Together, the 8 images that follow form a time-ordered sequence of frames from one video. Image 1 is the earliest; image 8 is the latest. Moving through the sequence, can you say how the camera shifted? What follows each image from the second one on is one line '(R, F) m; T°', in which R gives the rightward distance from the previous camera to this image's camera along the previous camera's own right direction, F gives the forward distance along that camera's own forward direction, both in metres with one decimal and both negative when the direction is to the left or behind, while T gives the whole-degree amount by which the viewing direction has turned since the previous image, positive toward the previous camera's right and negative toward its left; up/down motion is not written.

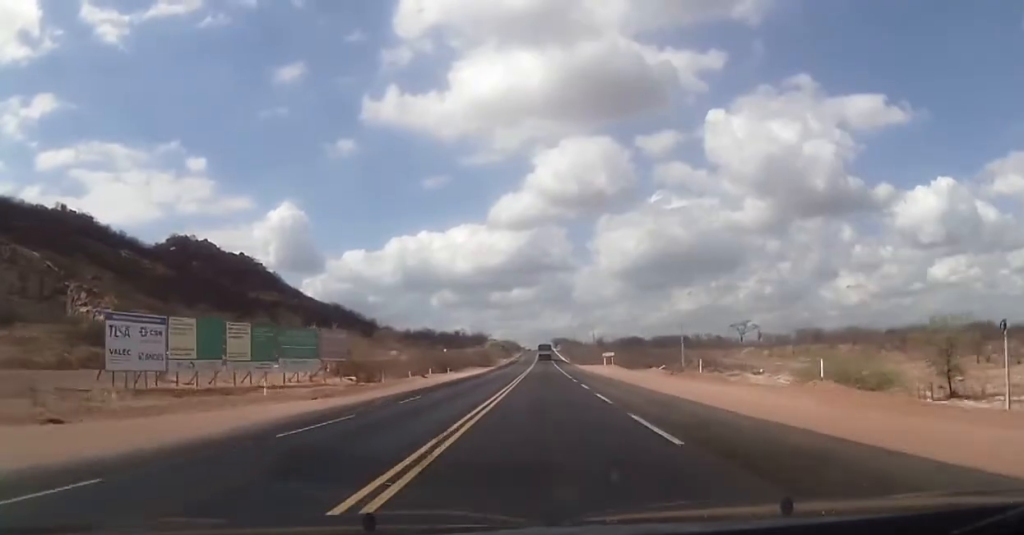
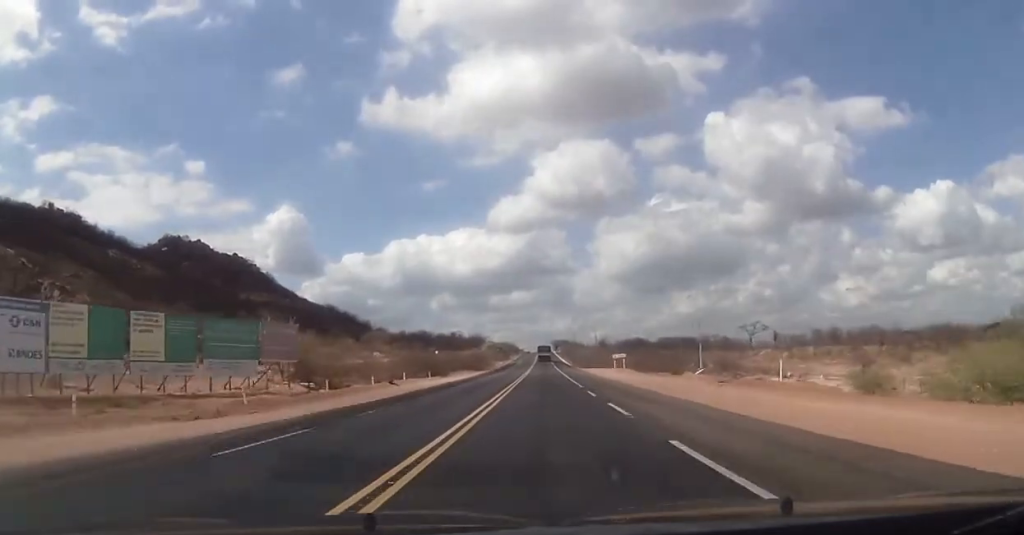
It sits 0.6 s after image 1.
(+0.2, +14.6) m; 0°
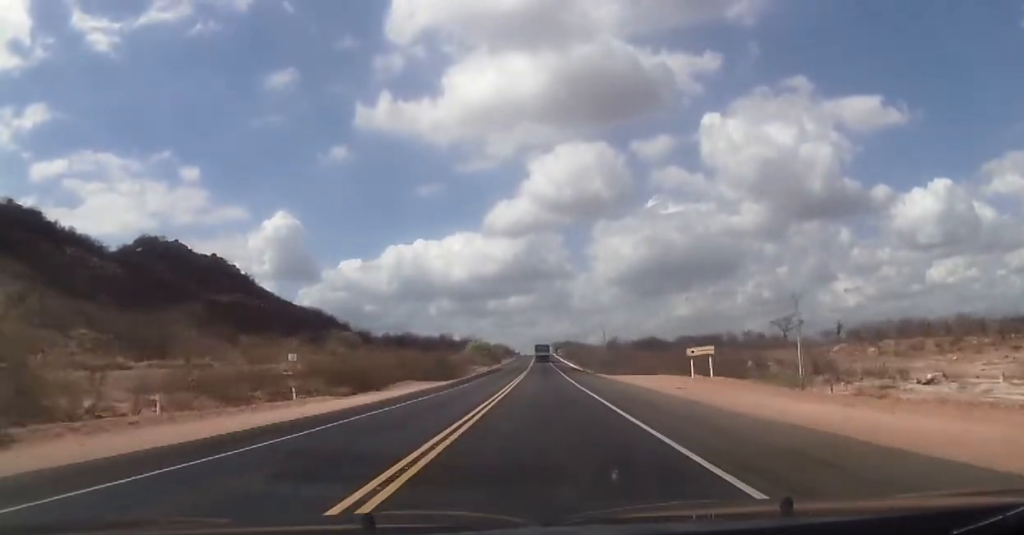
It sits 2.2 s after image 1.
(0.0, +43.0) m; -1°
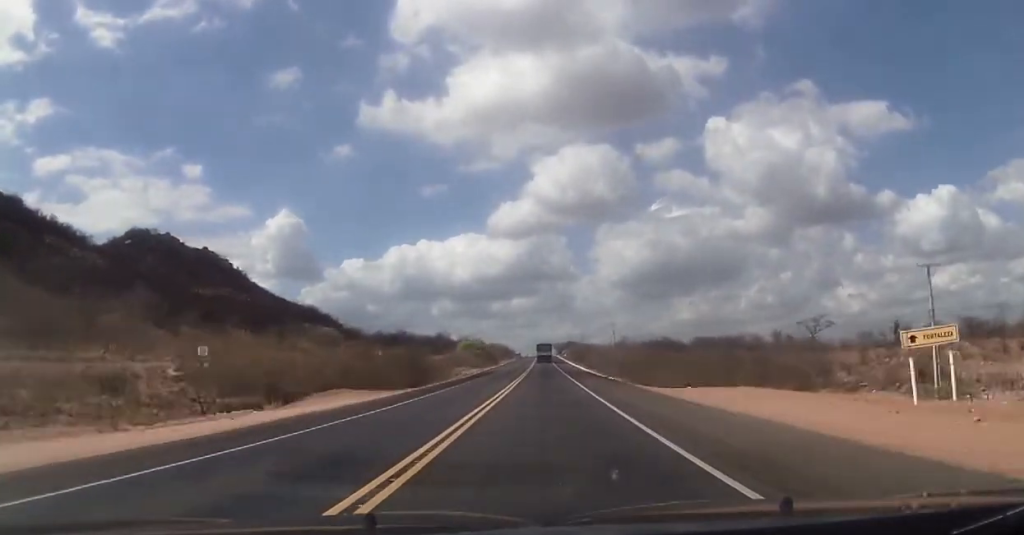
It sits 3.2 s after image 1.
(-0.1, +24.2) m; 0°
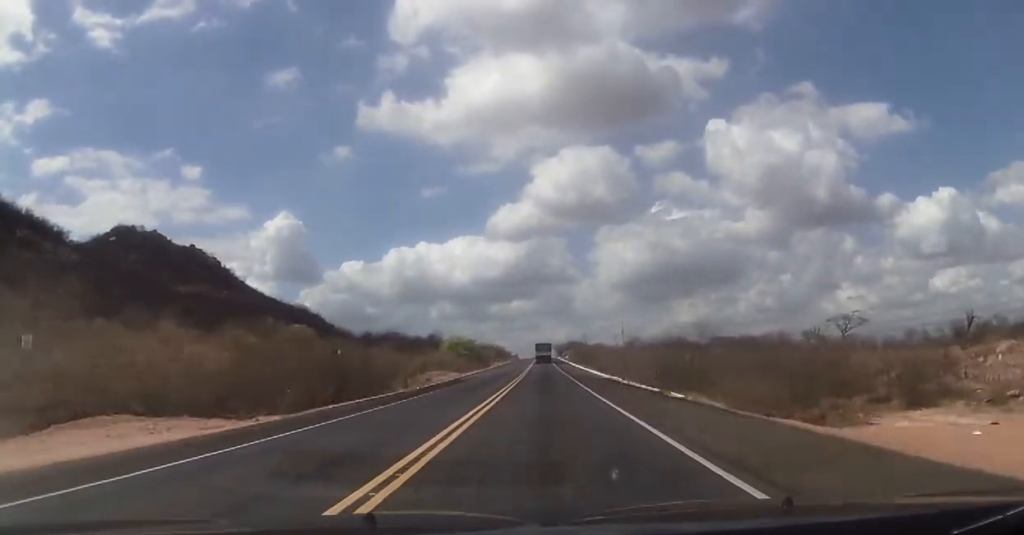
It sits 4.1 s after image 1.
(0.0, +24.2) m; +1°
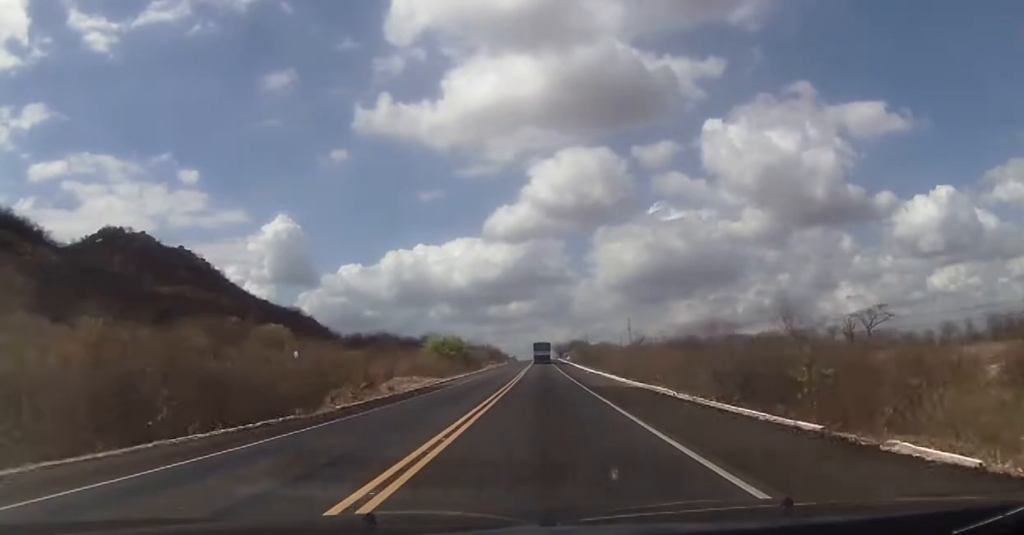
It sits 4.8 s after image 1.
(+0.4, +17.4) m; 0°
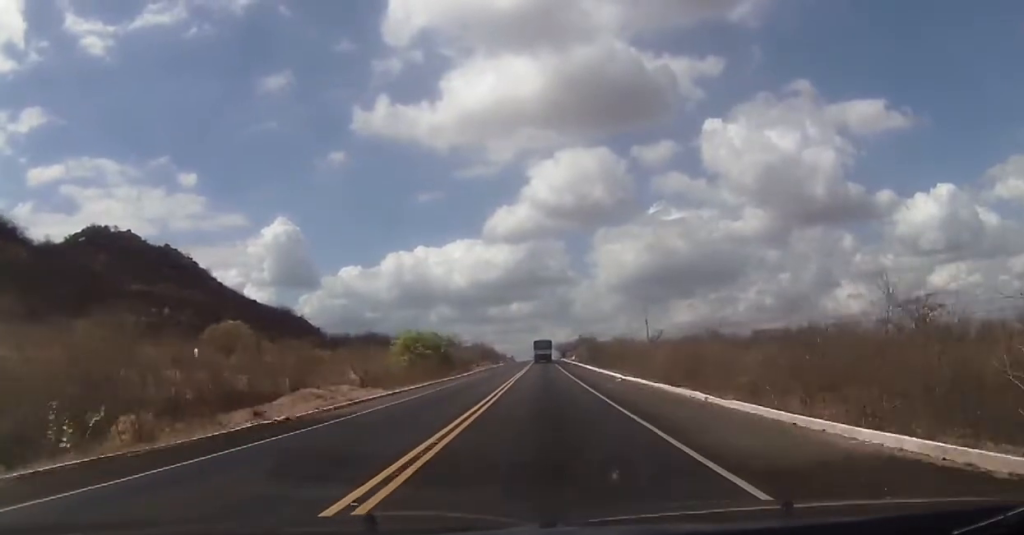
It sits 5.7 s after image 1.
(-0.1, +25.1) m; -1°
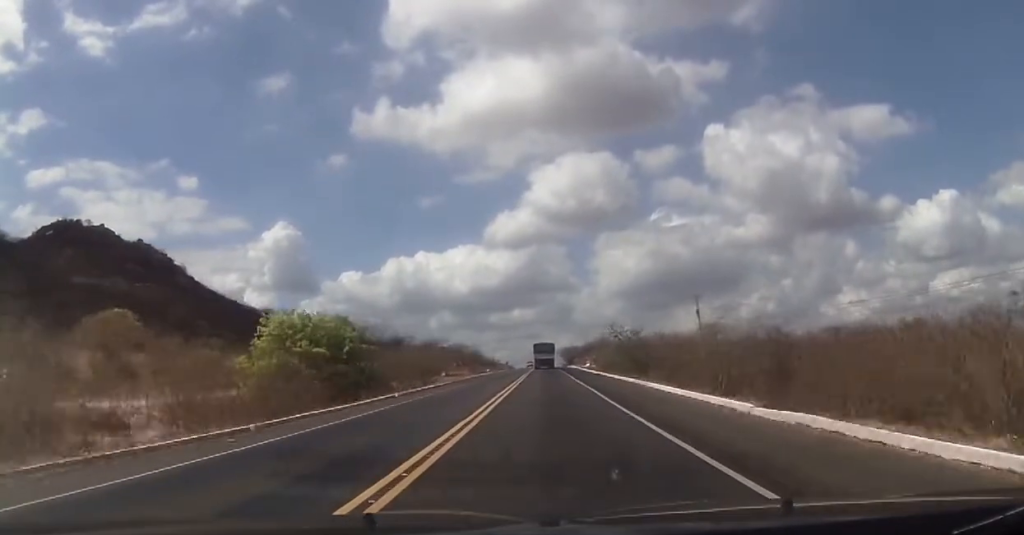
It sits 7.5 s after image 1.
(-0.3, +45.1) m; -1°
